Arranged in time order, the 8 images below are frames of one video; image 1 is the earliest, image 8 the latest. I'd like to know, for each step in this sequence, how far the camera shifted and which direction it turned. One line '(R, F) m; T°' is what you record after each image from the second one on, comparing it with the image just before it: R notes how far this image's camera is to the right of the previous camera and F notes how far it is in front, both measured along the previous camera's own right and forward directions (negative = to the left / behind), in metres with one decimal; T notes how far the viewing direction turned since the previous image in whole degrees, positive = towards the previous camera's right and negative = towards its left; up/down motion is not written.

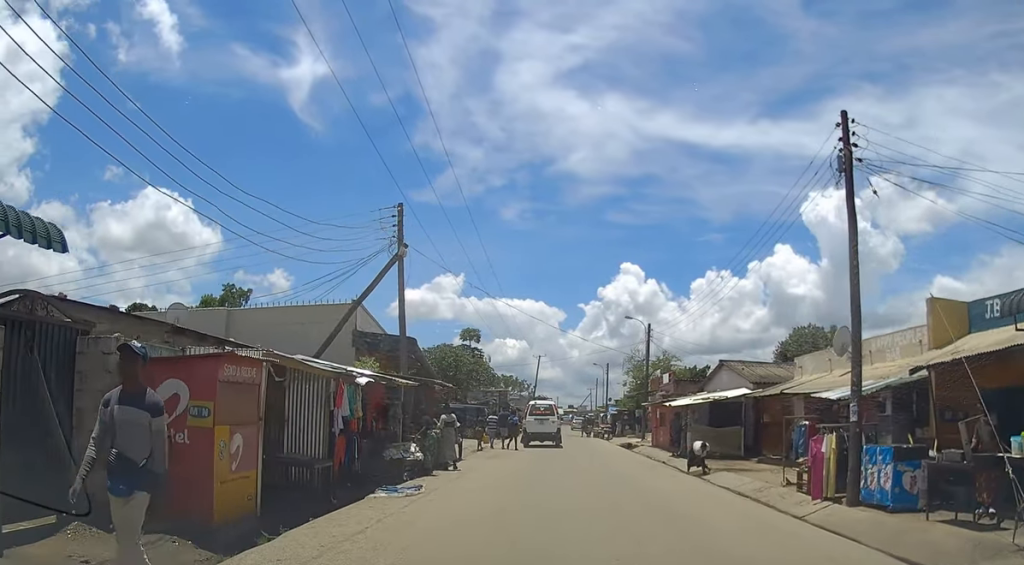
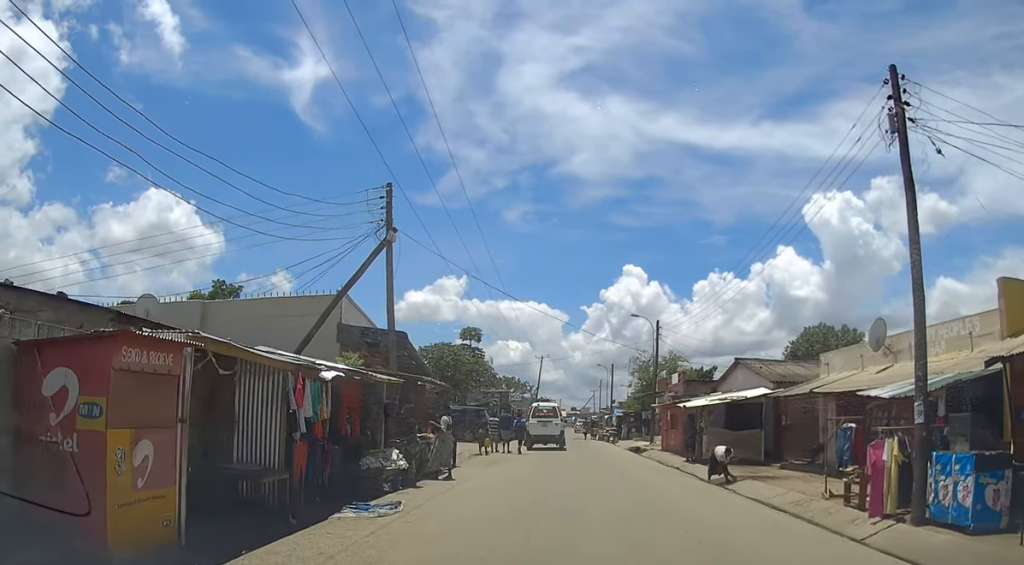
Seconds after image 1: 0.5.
(0.0, +2.2) m; 0°
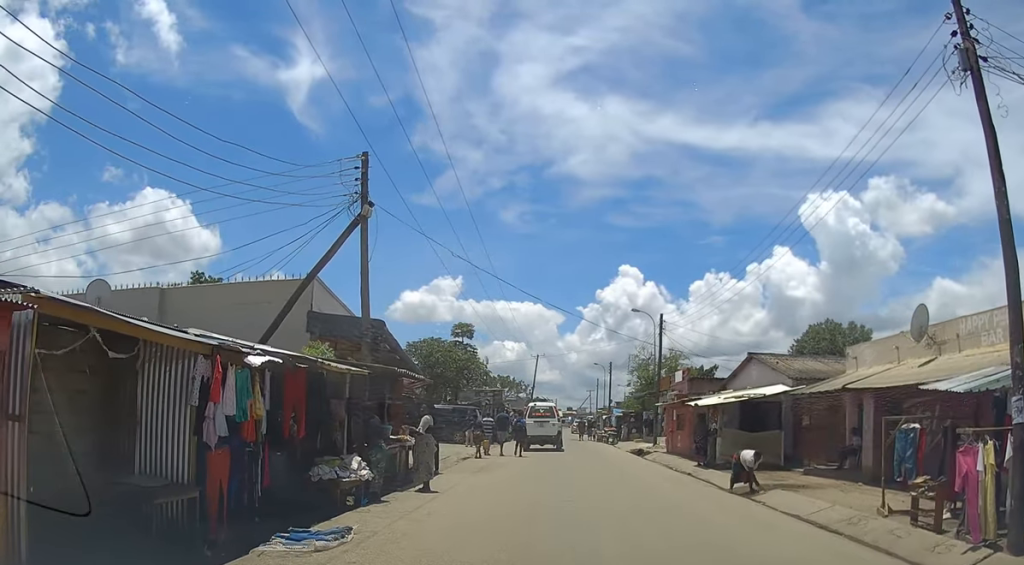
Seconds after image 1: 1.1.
(+0.1, +2.6) m; 0°
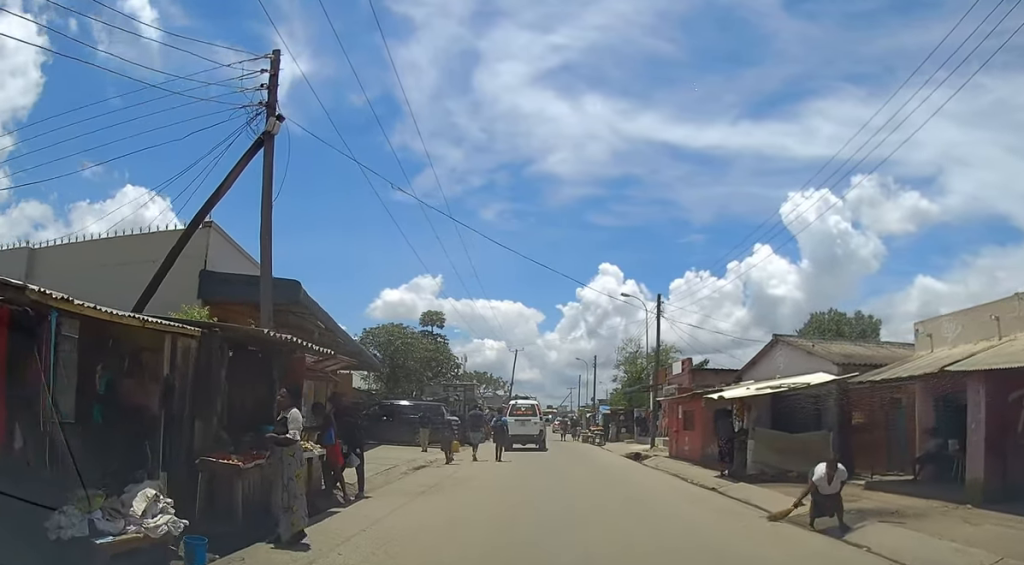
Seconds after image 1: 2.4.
(-0.2, +5.6) m; -1°
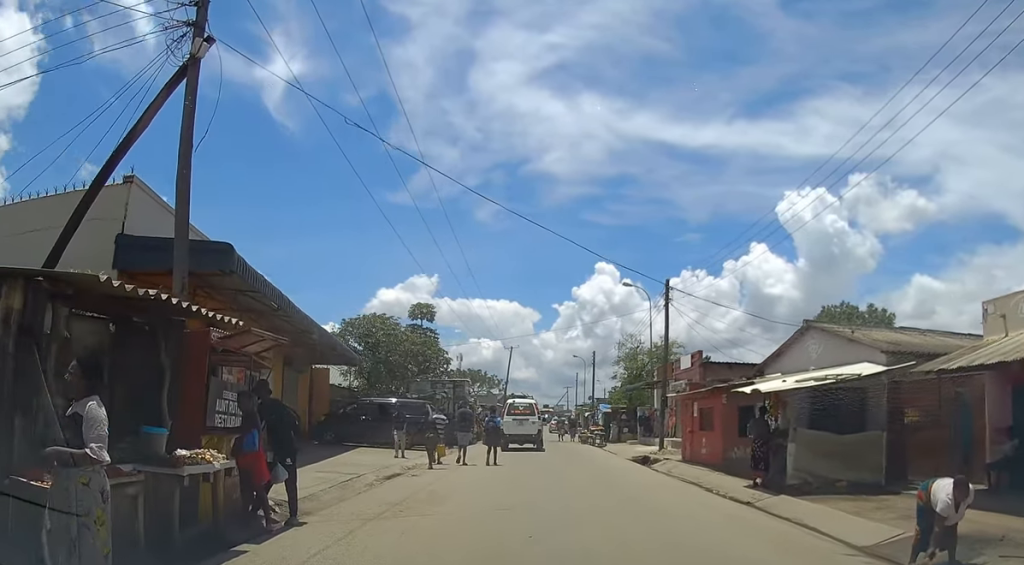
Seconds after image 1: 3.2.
(0.0, +3.1) m; +2°
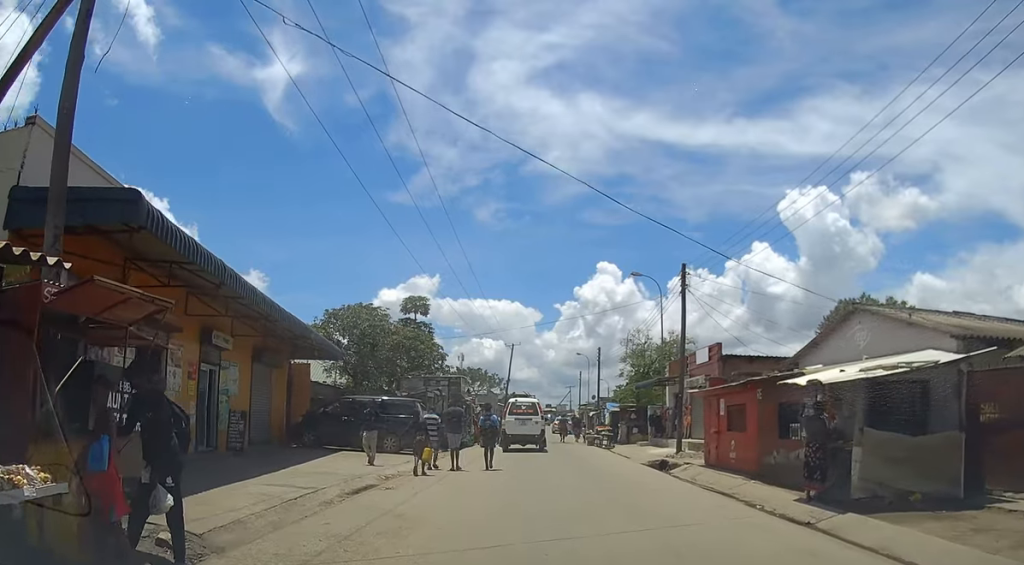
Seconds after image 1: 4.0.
(+0.1, +2.9) m; 0°
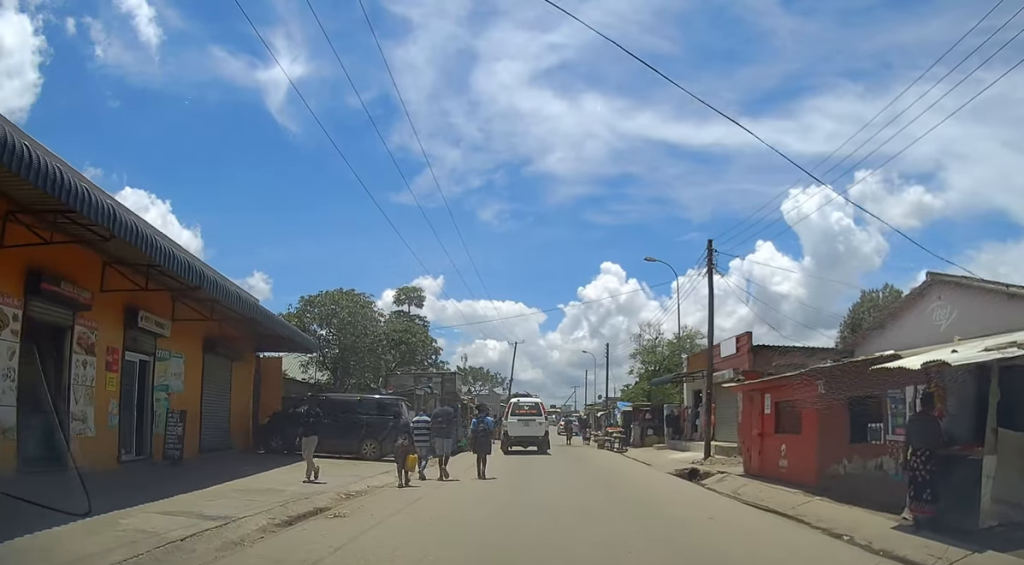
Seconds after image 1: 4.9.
(-0.1, +3.6) m; 0°
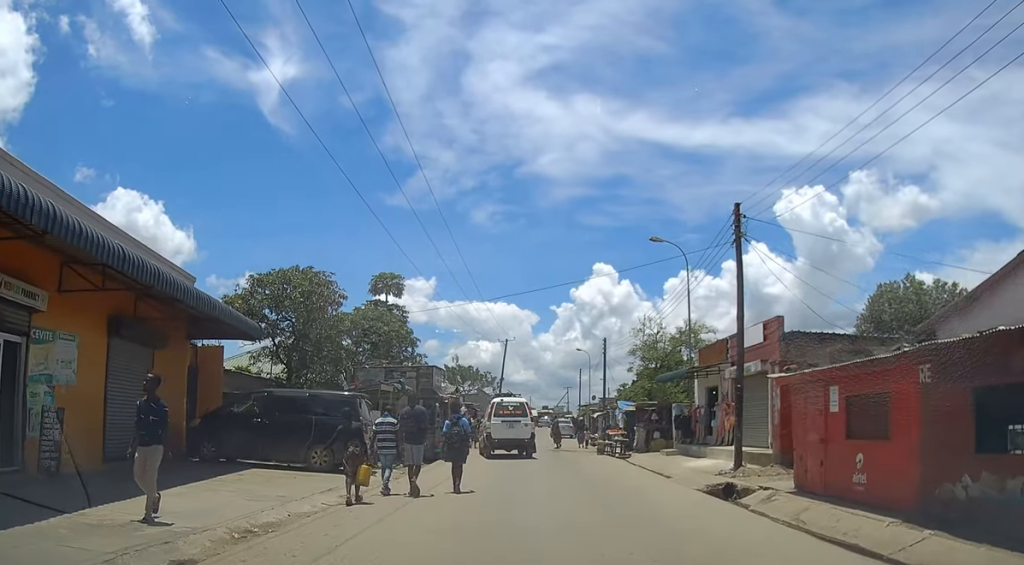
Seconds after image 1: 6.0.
(+0.1, +4.1) m; +2°
